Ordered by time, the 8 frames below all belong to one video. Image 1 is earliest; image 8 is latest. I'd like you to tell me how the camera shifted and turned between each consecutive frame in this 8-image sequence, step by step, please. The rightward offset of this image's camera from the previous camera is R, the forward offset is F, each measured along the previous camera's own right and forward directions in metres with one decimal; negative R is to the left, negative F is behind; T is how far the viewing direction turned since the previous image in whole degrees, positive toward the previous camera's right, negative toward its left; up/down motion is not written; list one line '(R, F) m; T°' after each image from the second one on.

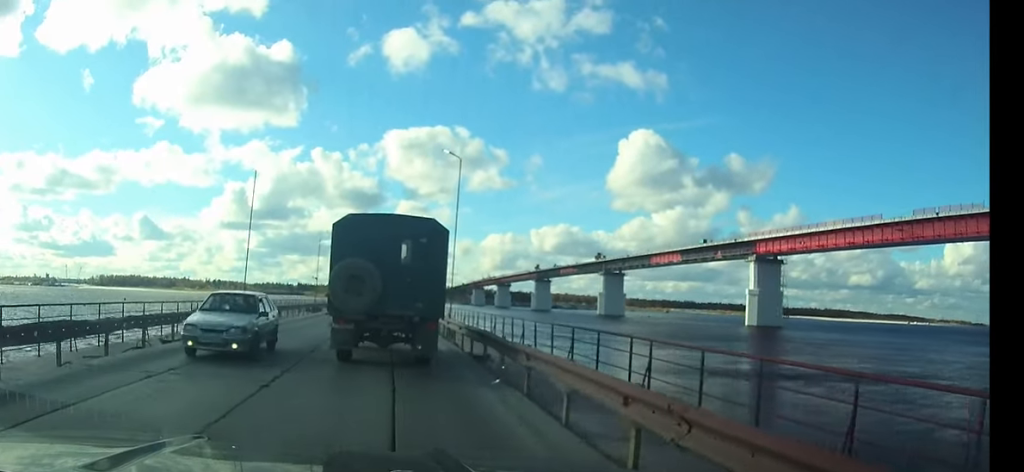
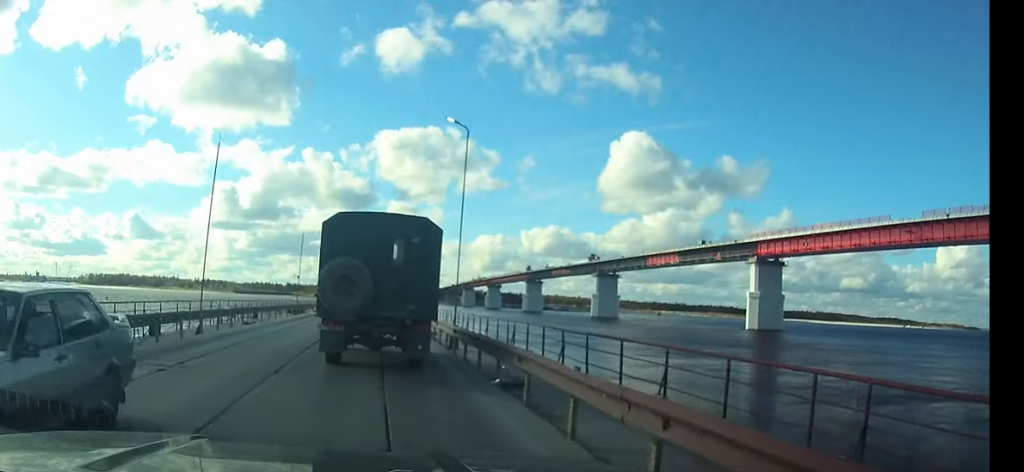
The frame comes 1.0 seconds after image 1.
(0.0, +5.1) m; +1°
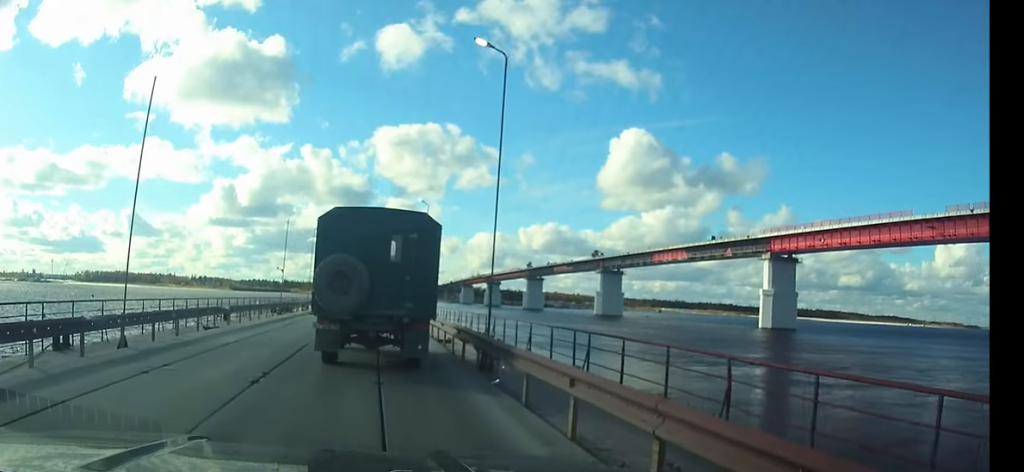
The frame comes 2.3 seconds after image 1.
(0.0, +6.8) m; 0°
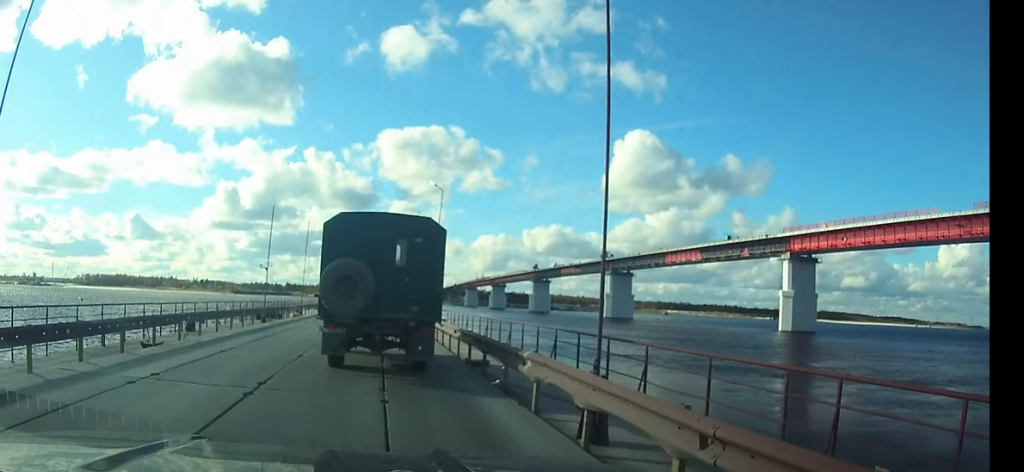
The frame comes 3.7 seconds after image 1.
(0.0, +6.5) m; 0°
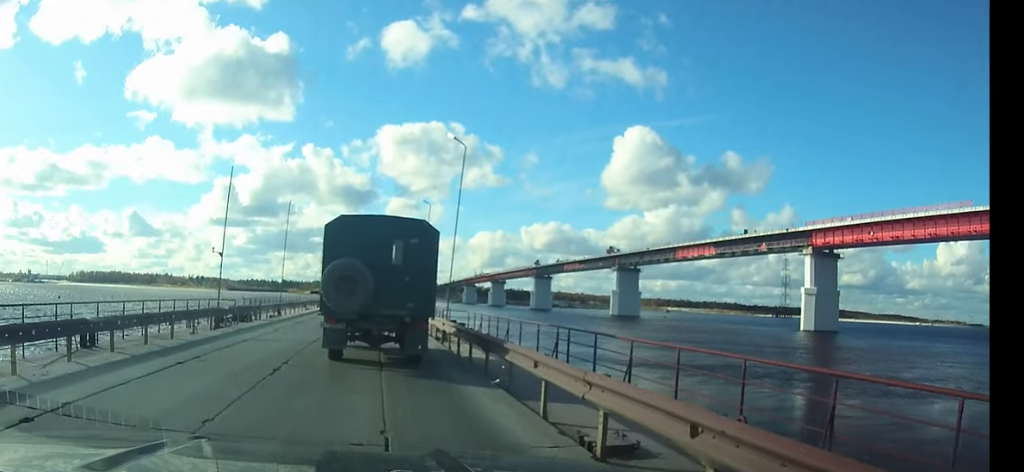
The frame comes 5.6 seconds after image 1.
(0.0, +9.2) m; 0°
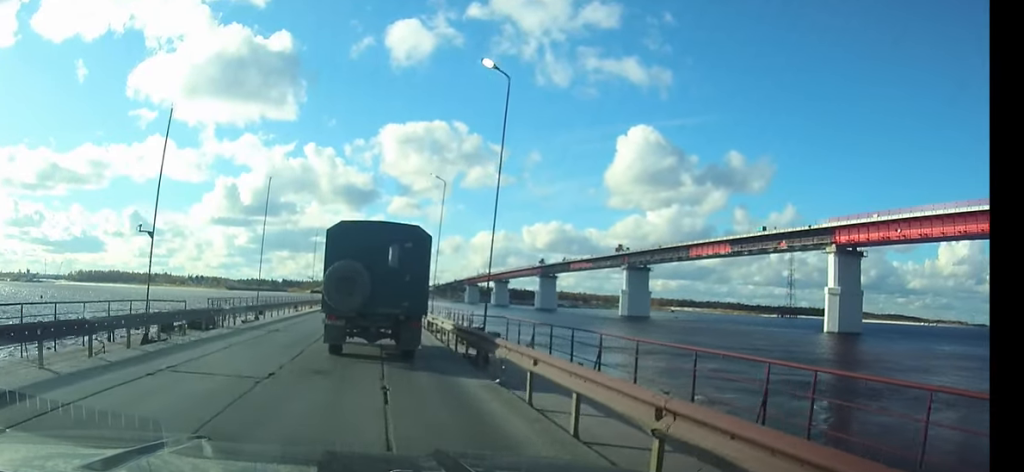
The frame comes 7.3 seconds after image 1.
(0.0, +7.7) m; 0°
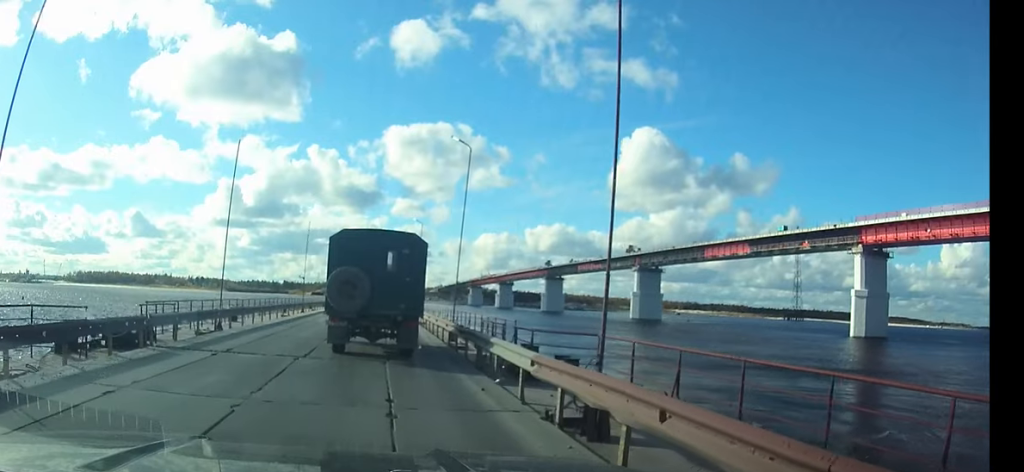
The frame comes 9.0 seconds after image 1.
(0.0, +7.9) m; 0°
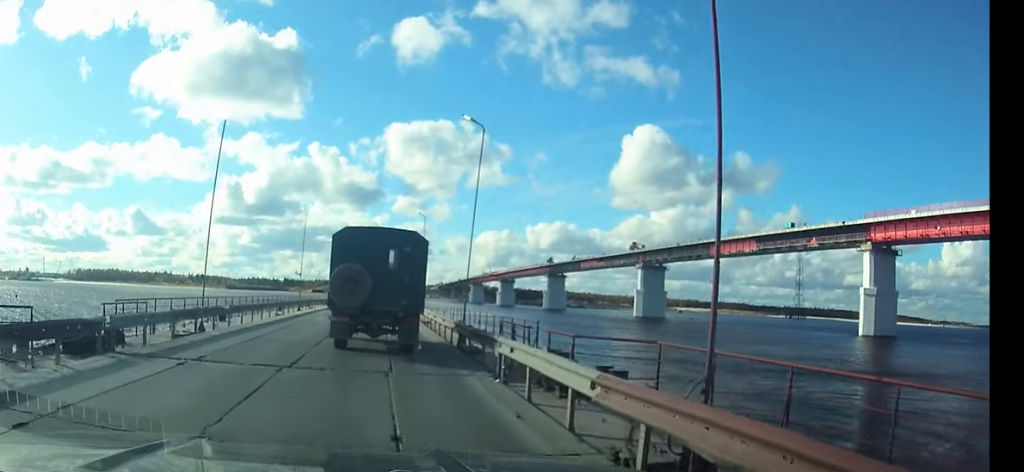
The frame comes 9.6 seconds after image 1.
(0.0, +2.7) m; 0°
